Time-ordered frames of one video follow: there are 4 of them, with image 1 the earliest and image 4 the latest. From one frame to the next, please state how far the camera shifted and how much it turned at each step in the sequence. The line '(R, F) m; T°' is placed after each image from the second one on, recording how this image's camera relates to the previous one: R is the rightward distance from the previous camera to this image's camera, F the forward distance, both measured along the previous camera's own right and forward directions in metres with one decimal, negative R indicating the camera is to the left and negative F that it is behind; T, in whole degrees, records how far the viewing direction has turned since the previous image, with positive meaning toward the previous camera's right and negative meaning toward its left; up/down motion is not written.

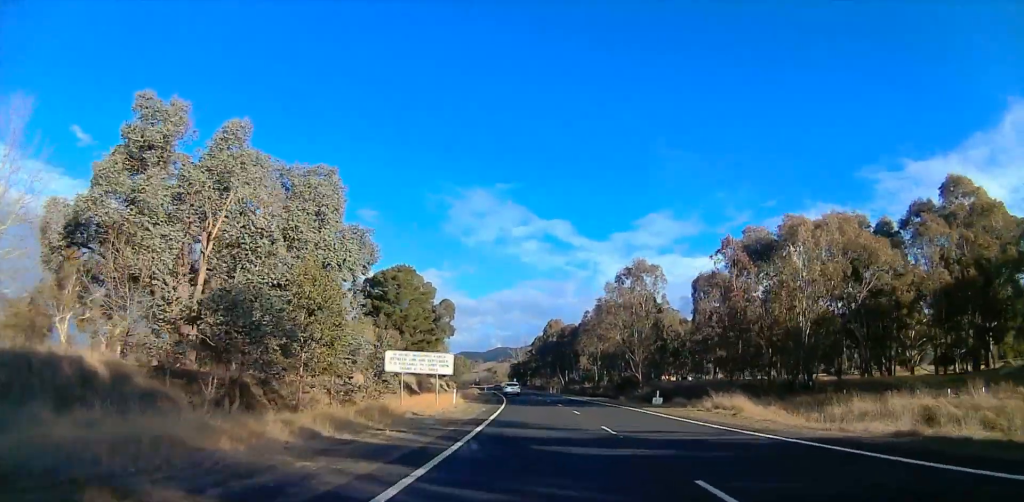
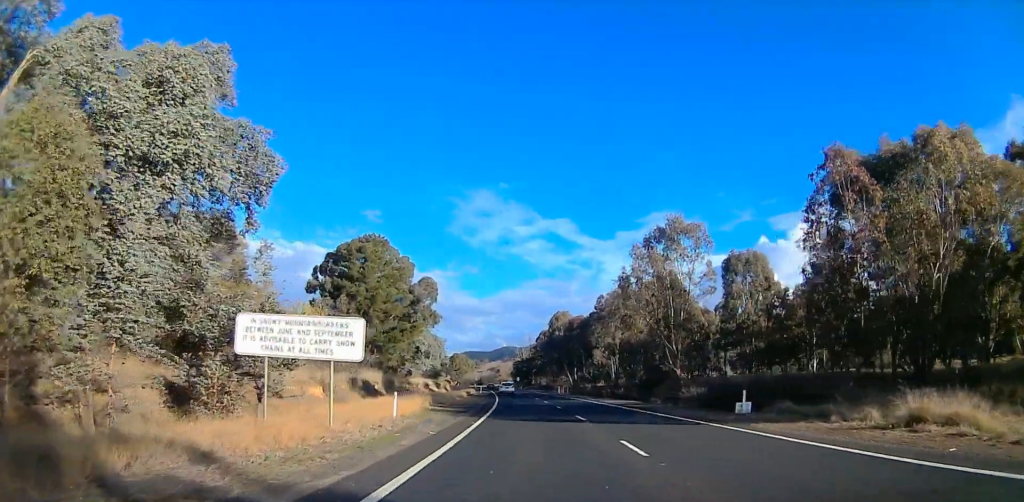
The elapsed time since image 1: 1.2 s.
(-0.1, +18.5) m; -5°
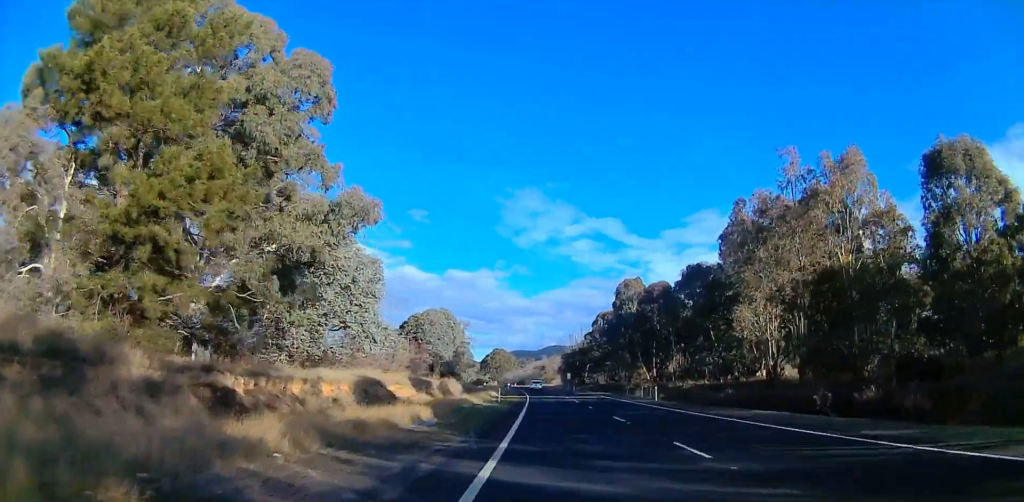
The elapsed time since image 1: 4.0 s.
(-3.5, +49.4) m; 0°
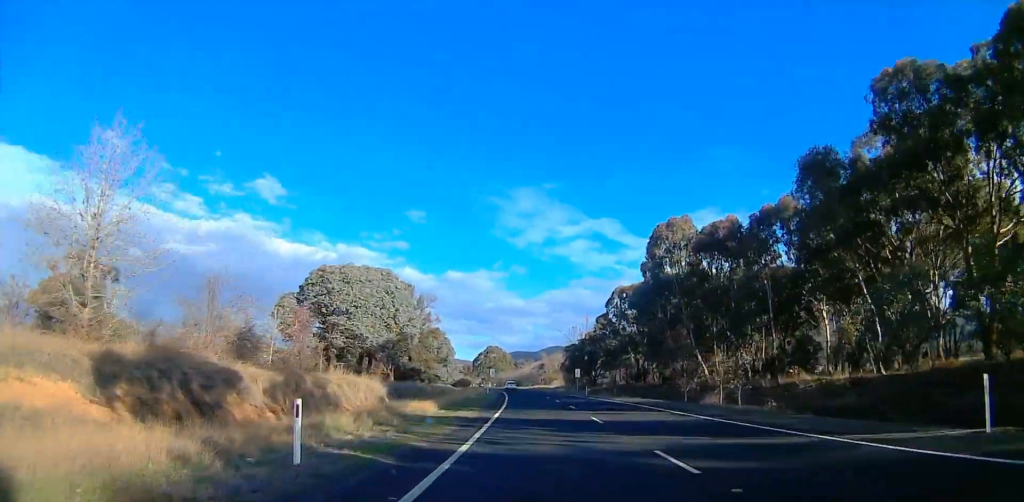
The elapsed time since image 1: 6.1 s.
(+0.1, +36.8) m; -3°
